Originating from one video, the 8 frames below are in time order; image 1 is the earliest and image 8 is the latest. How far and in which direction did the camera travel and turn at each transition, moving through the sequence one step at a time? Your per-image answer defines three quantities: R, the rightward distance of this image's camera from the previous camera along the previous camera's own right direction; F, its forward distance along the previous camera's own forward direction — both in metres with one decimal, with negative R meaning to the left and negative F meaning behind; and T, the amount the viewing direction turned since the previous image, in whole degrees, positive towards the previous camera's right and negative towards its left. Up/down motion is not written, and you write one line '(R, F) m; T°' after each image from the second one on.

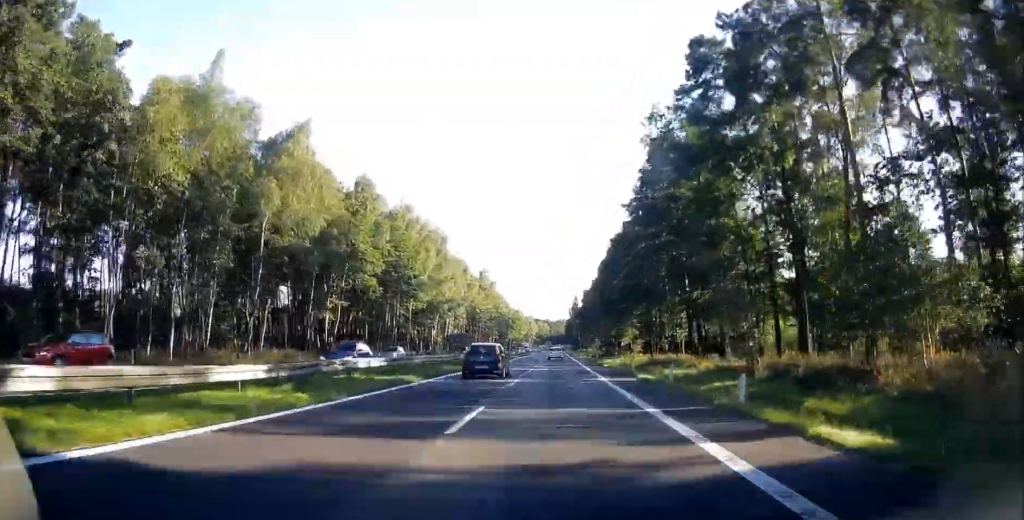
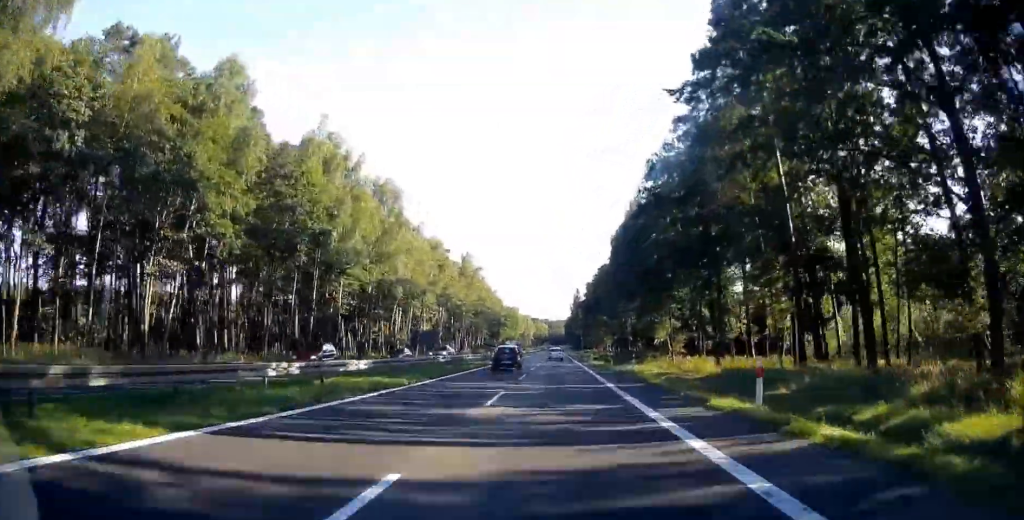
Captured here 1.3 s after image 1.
(+0.1, +25.2) m; +1°
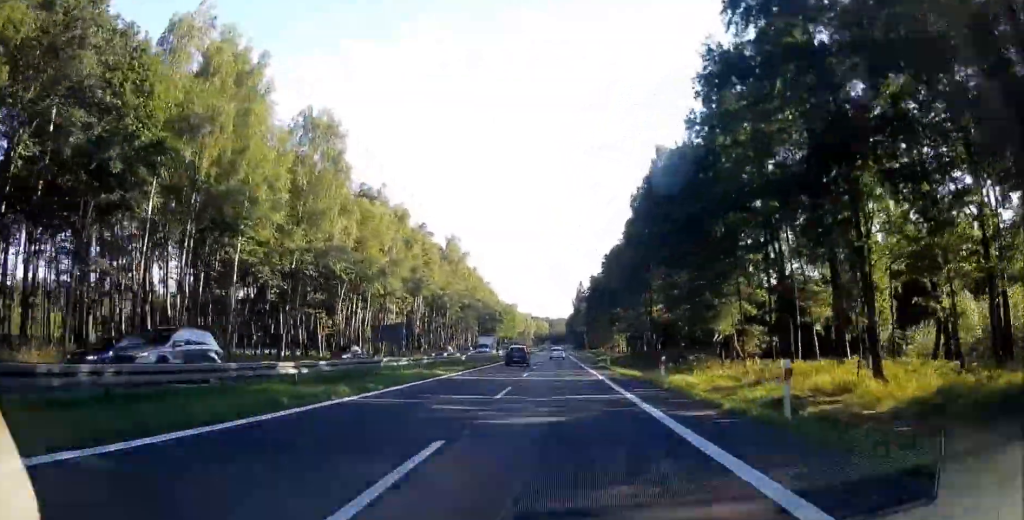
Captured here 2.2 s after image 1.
(+0.1, +21.0) m; 0°
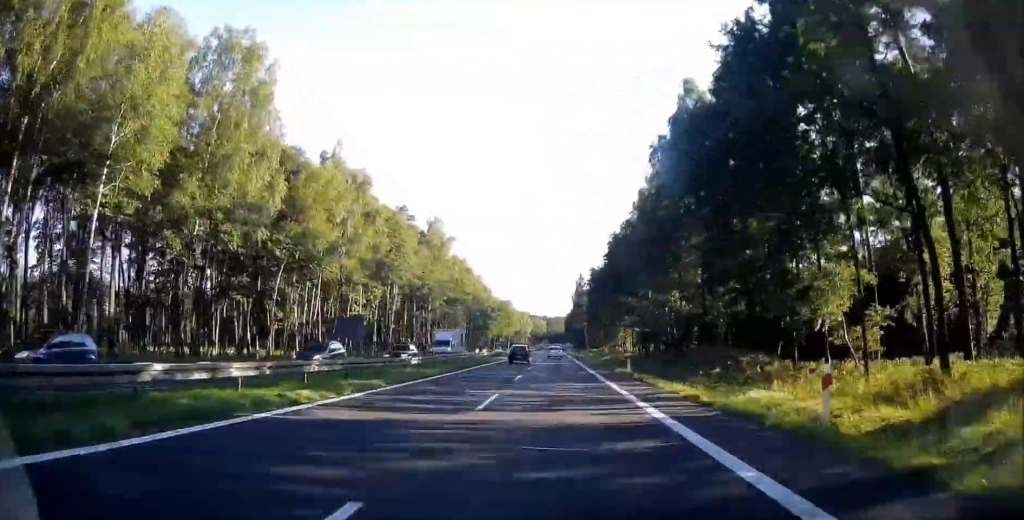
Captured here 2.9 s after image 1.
(0.0, +15.5) m; 0°
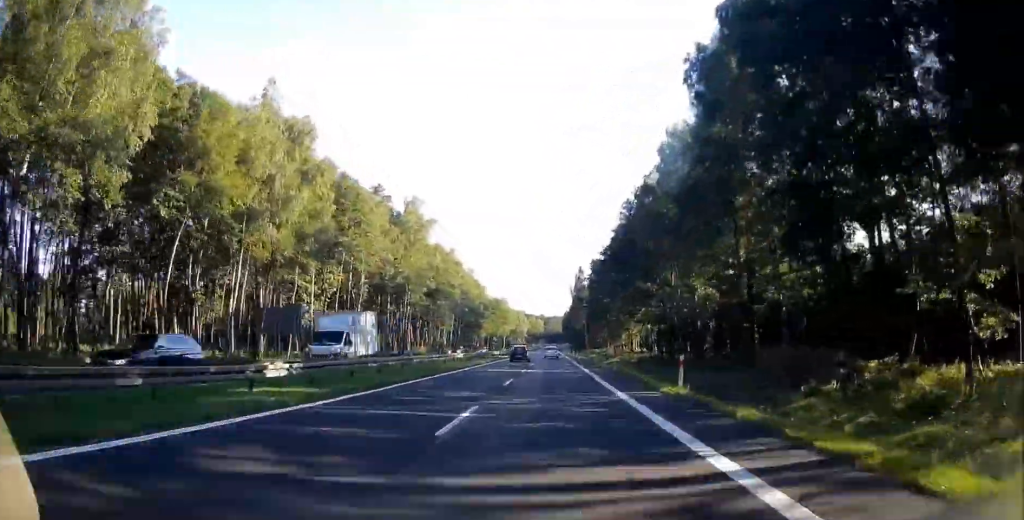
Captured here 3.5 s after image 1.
(0.0, +15.4) m; 0°
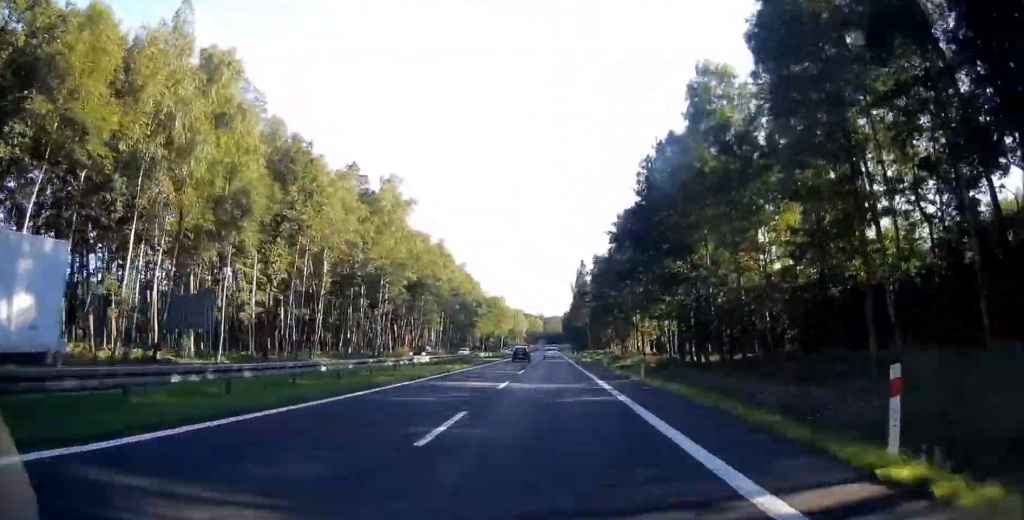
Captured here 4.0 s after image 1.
(-0.2, +11.8) m; 0°
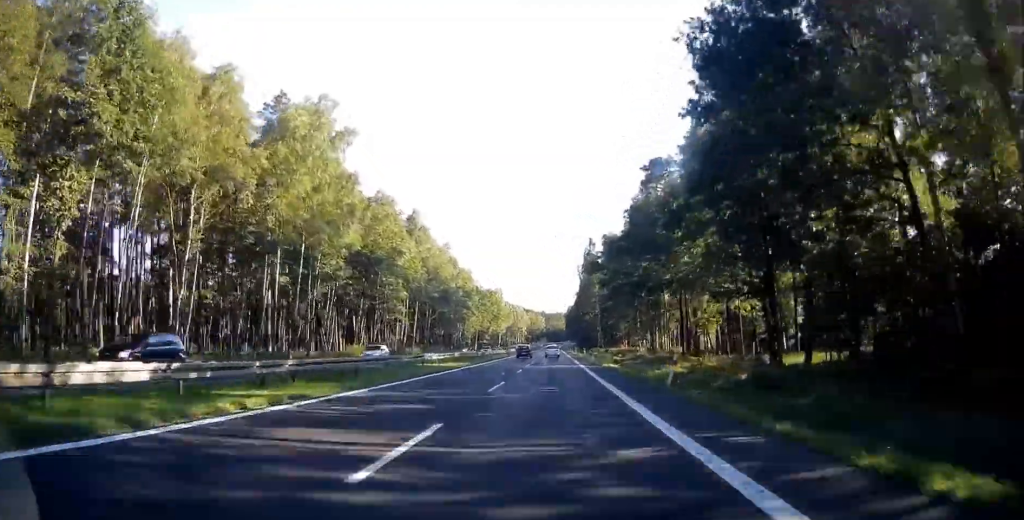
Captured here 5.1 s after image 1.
(0.0, +24.0) m; 0°
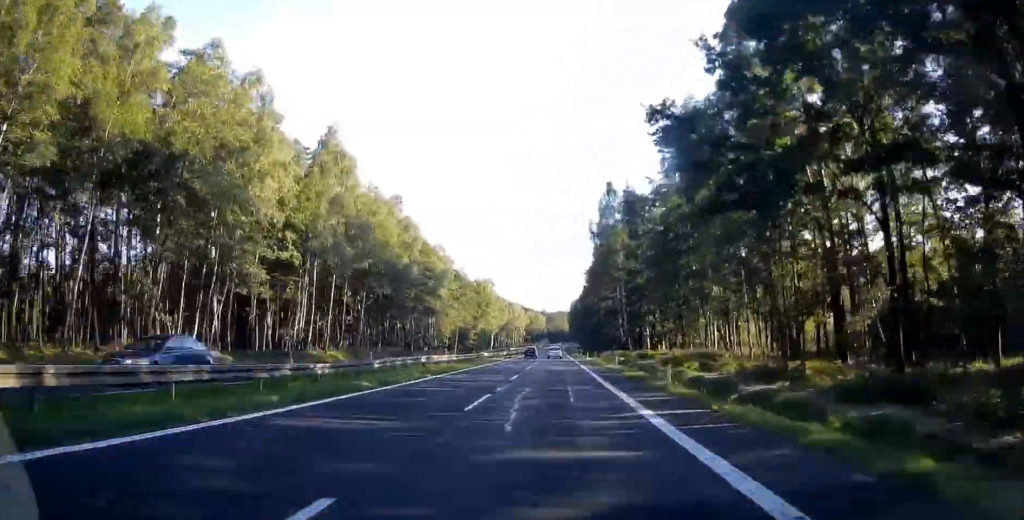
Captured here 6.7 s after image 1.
(0.0, +38.5) m; 0°
